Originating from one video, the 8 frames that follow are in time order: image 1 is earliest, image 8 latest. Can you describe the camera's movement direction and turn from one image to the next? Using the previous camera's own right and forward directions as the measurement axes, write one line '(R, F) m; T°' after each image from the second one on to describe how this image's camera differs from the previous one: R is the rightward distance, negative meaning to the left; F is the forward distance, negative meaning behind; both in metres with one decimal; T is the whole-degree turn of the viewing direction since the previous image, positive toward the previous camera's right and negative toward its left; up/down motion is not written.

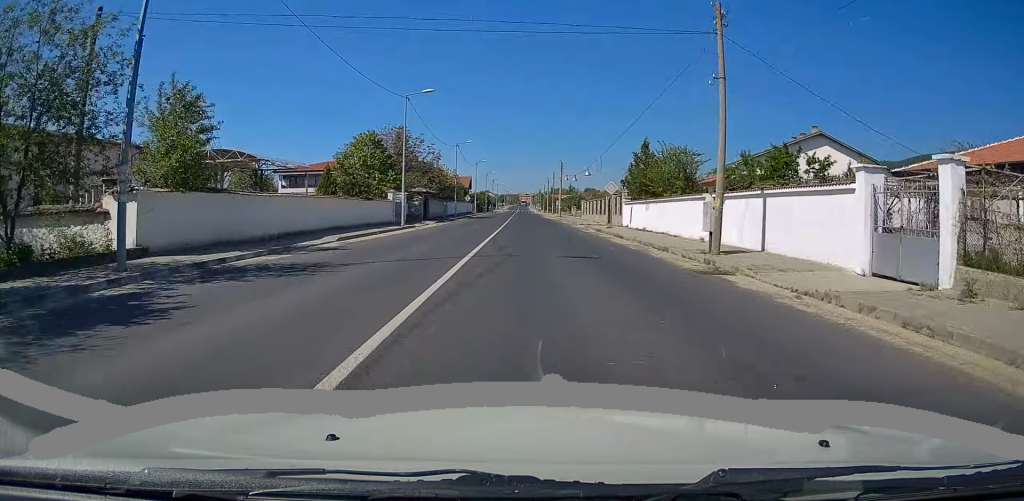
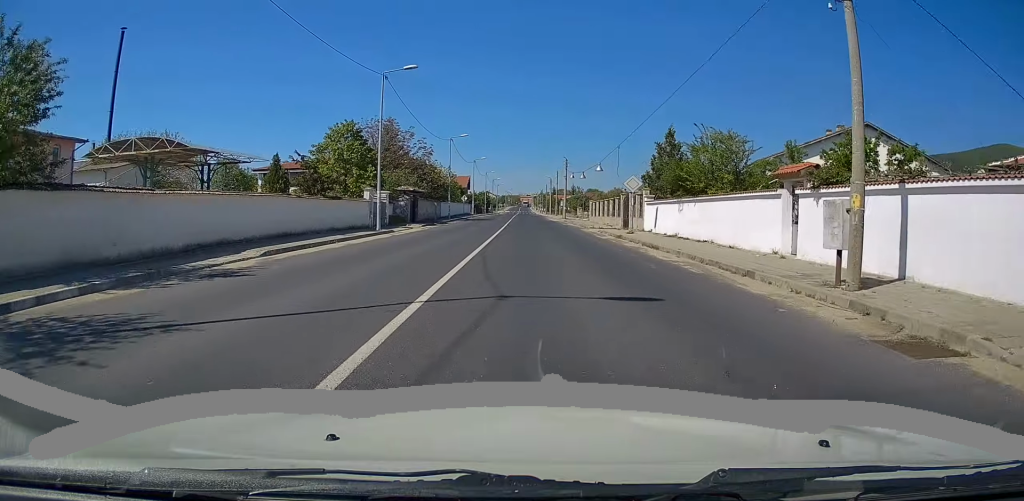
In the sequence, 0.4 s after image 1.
(0.0, +7.1) m; 0°
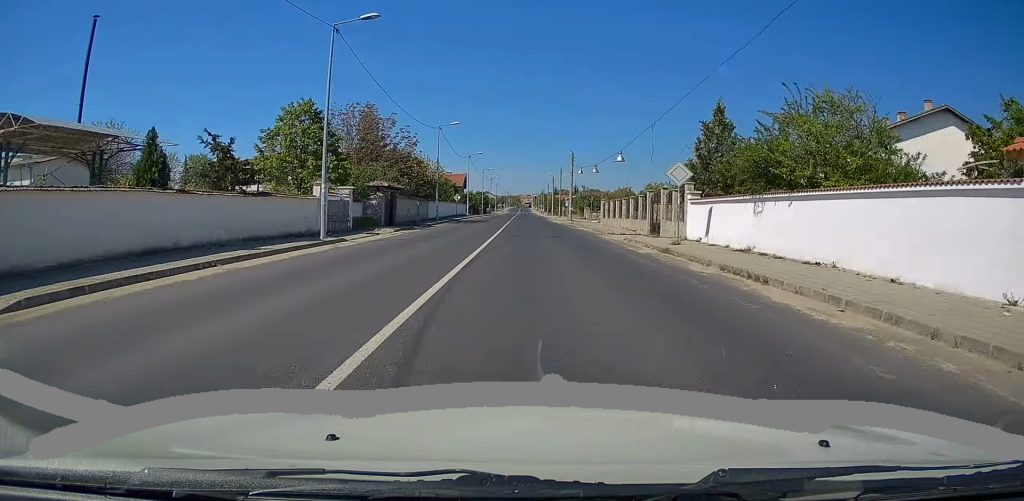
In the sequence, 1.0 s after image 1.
(+0.1, +9.3) m; -1°
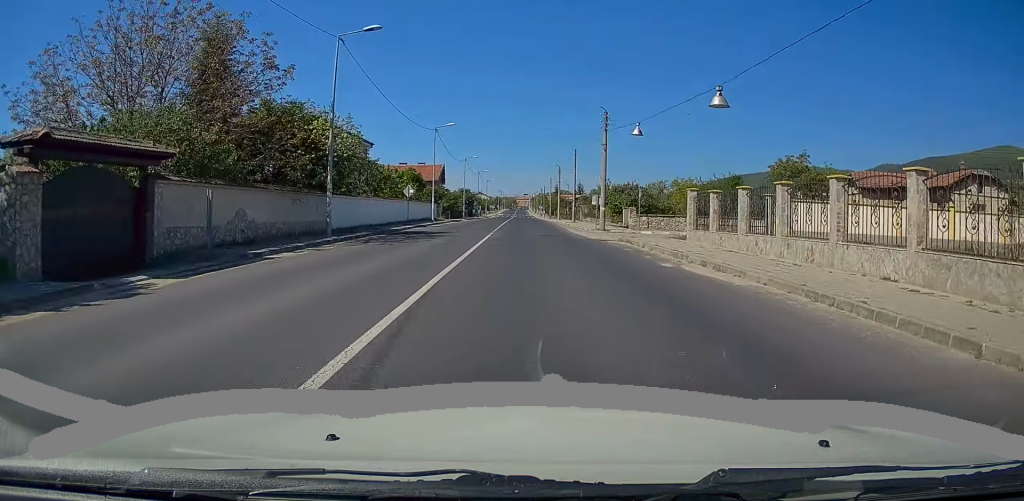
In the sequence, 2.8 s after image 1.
(-0.2, +29.5) m; +1°
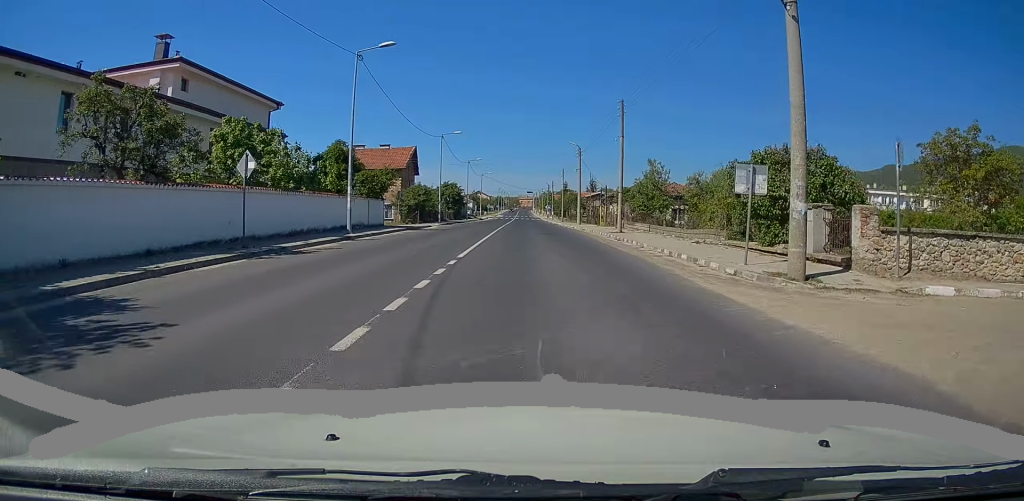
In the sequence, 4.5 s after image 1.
(-0.1, +26.9) m; -1°
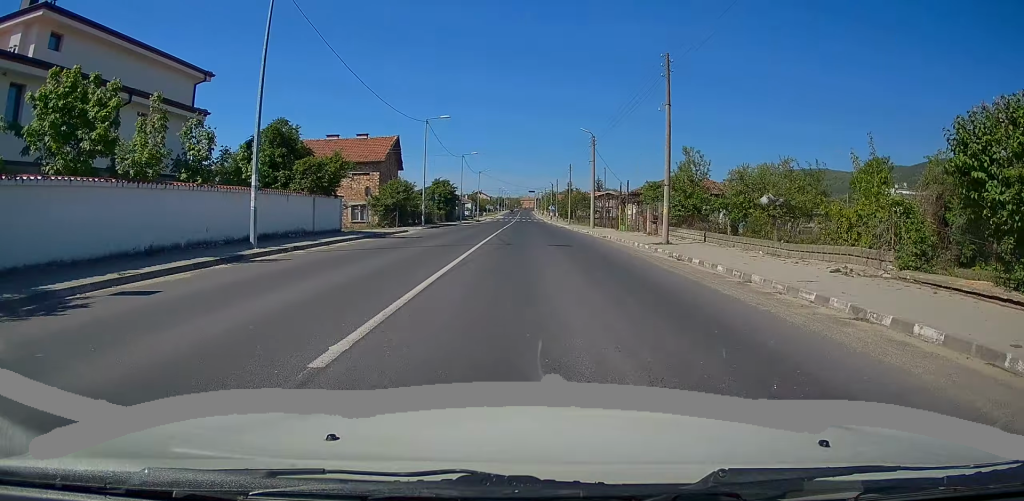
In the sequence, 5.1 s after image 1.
(-0.2, +10.3) m; 0°
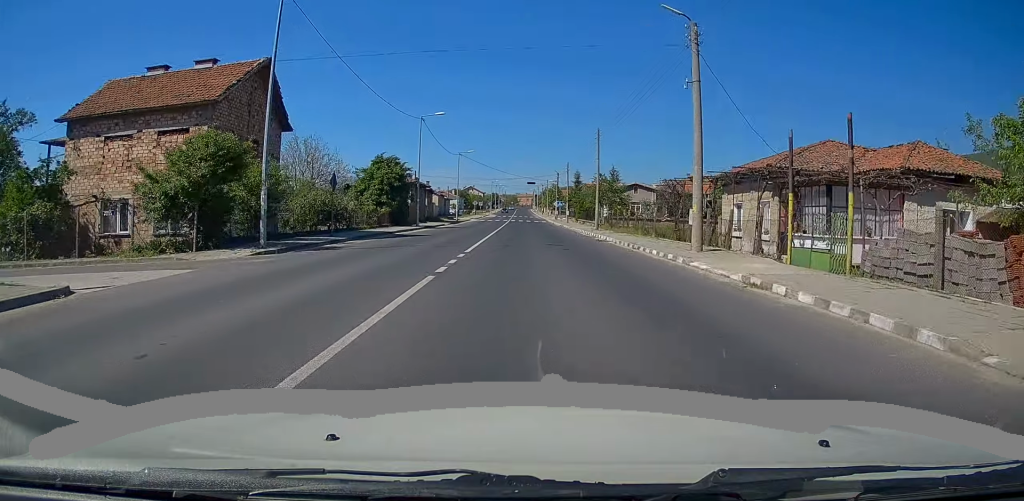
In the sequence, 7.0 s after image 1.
(-0.1, +29.6) m; 0°
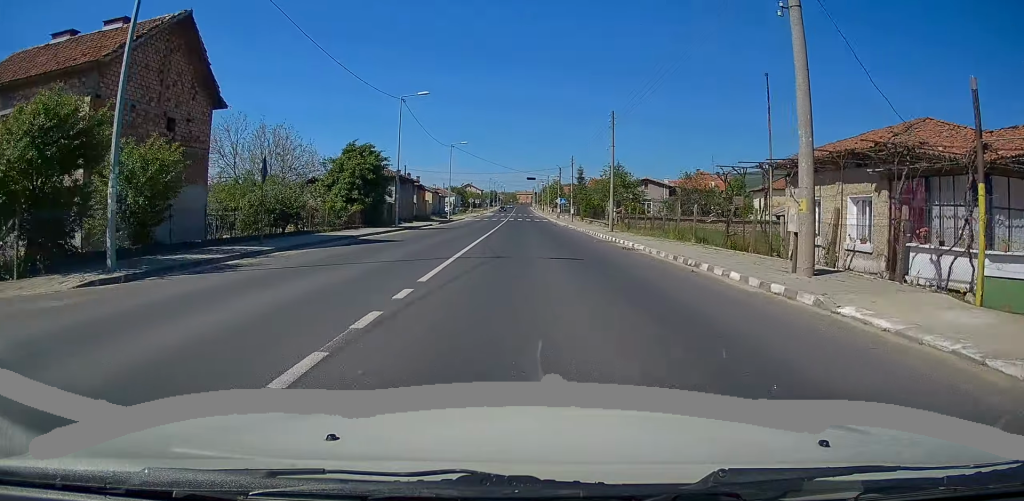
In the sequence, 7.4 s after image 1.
(+0.1, +7.5) m; +1°
